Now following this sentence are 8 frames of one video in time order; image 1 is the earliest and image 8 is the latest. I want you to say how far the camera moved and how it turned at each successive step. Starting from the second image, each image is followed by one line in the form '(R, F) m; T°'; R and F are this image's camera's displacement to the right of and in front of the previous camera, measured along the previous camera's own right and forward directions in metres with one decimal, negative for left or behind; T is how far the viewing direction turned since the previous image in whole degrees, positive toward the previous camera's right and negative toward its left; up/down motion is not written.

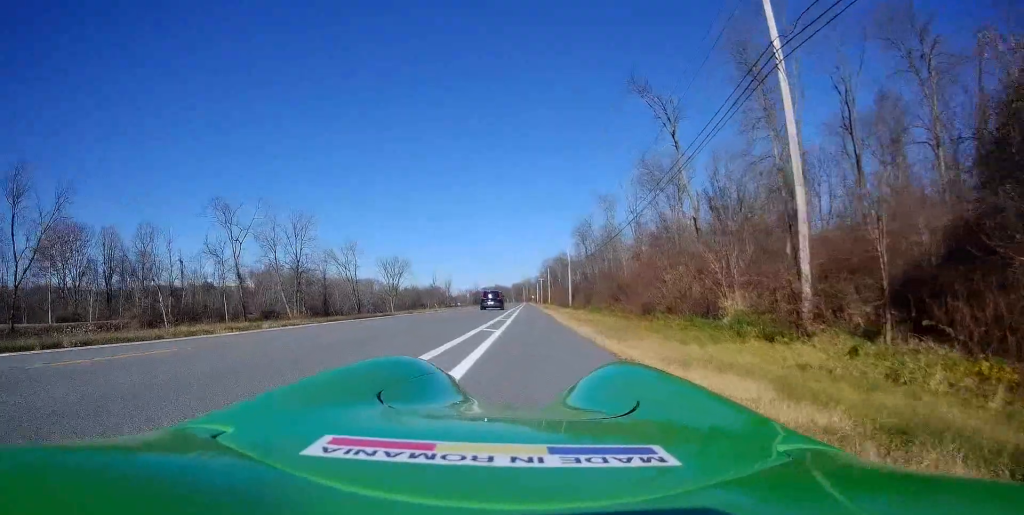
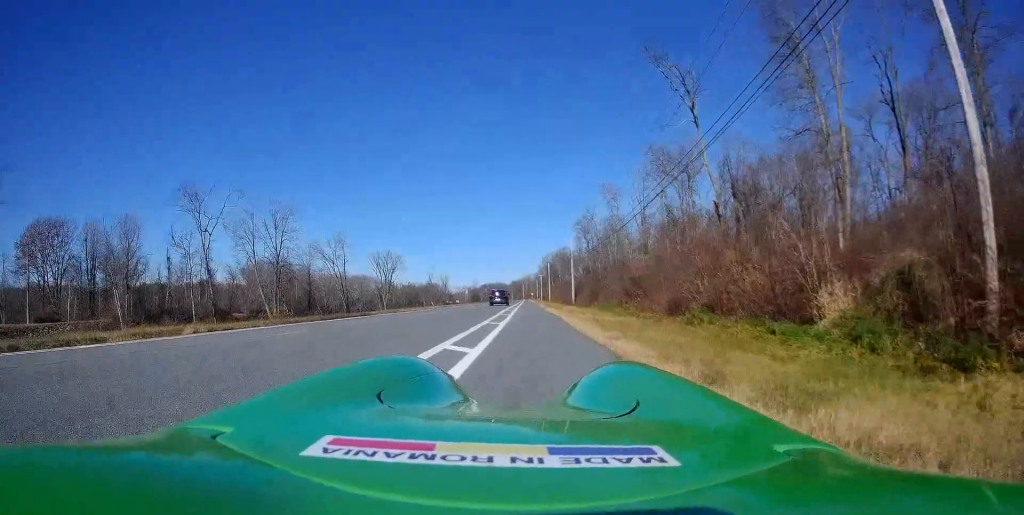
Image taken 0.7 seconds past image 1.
(-0.1, +6.2) m; 0°
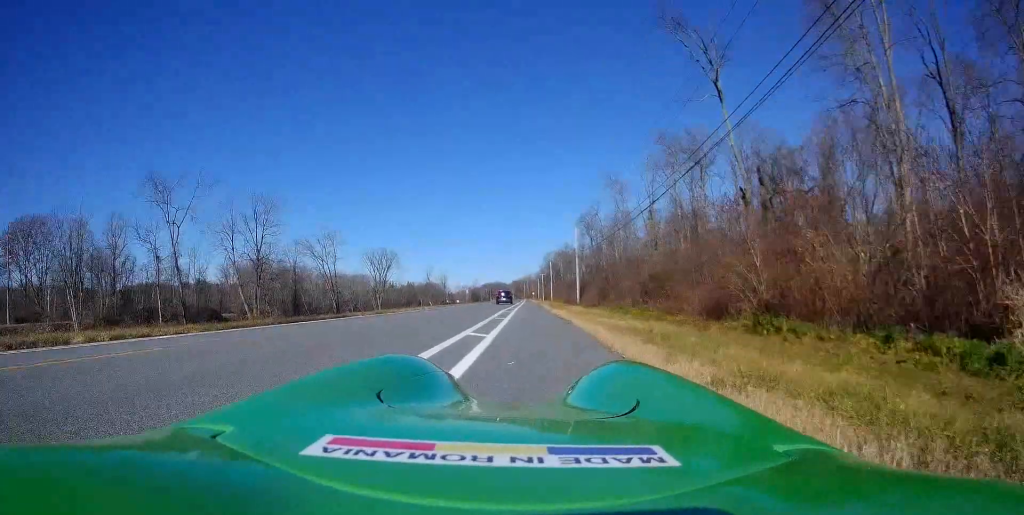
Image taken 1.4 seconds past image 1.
(+0.2, +5.8) m; 0°
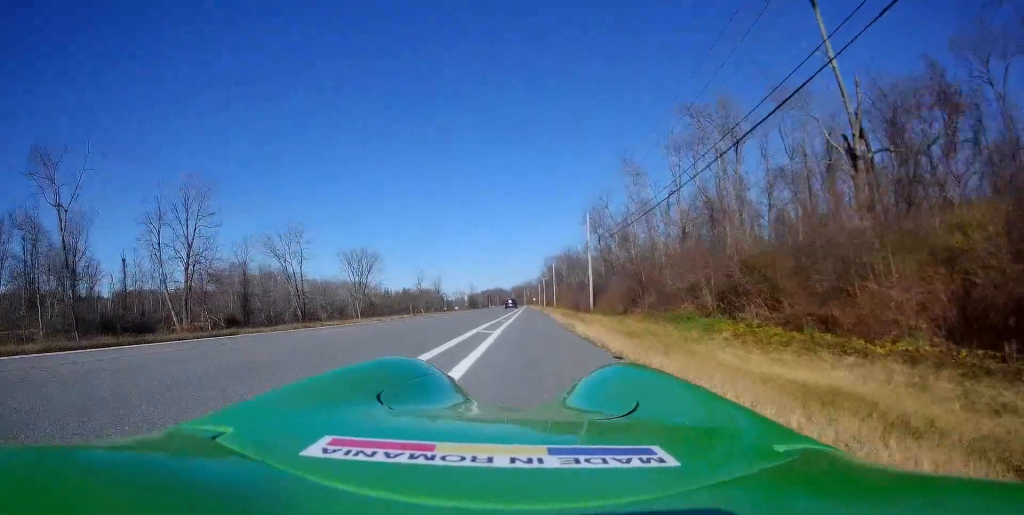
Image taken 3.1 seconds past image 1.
(-0.7, +15.3) m; -3°
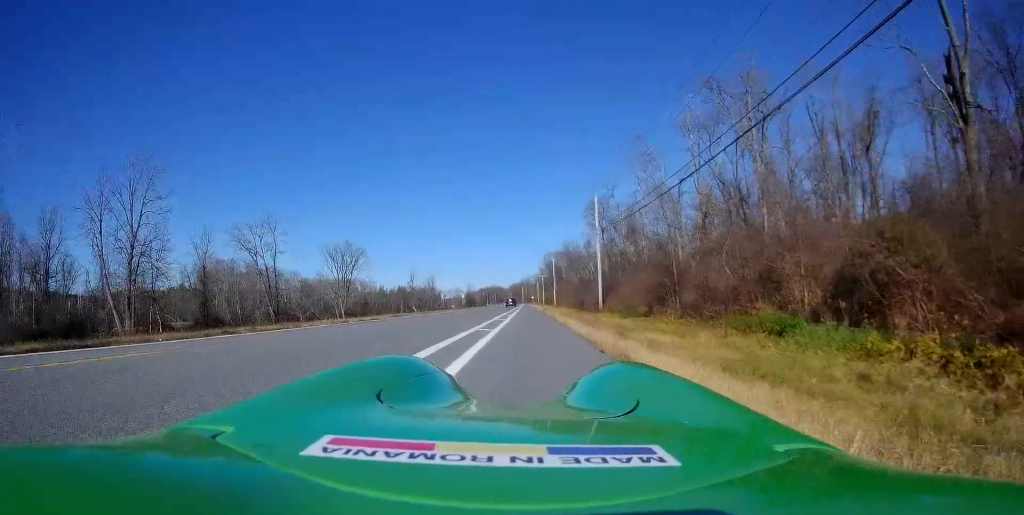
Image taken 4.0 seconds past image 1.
(+0.2, +8.6) m; +2°
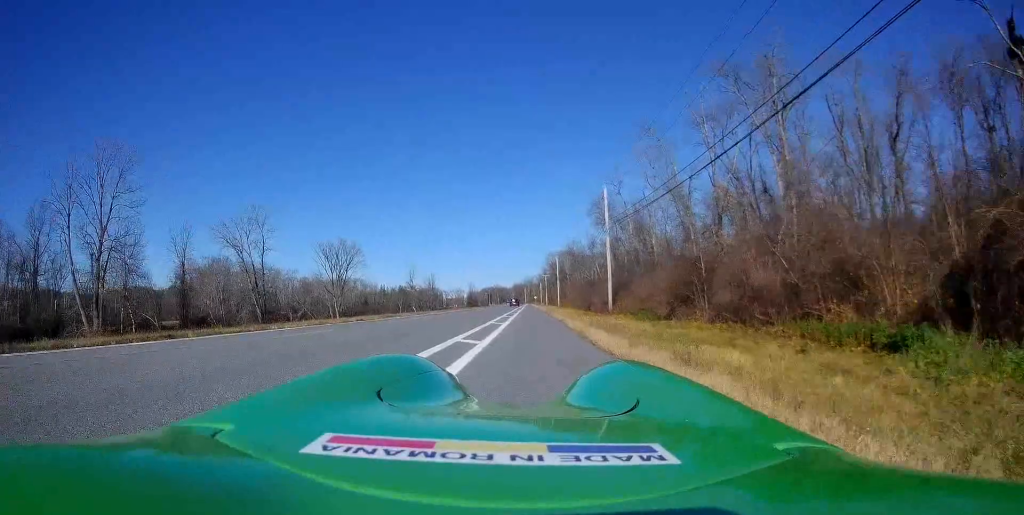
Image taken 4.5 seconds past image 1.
(+0.2, +4.4) m; +1°
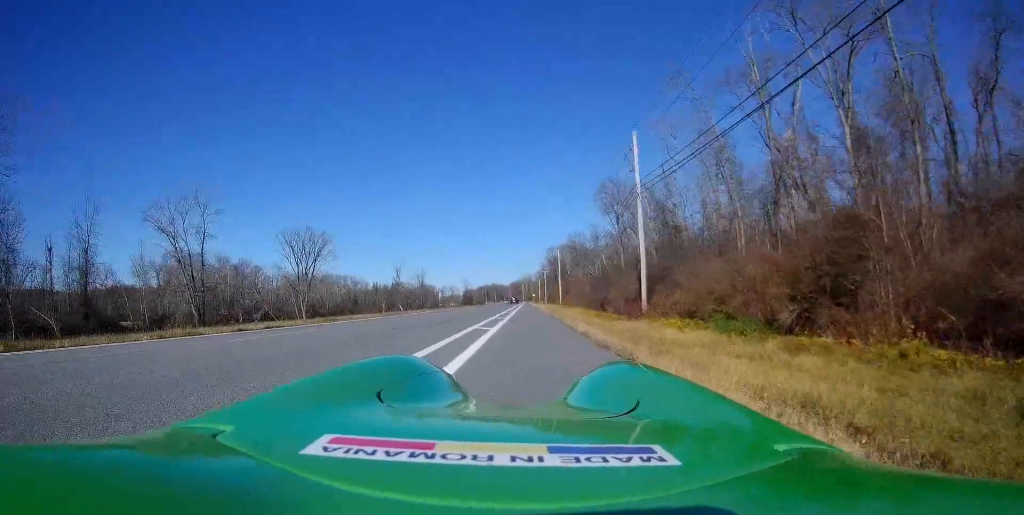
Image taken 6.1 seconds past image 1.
(0.0, +14.3) m; +1°
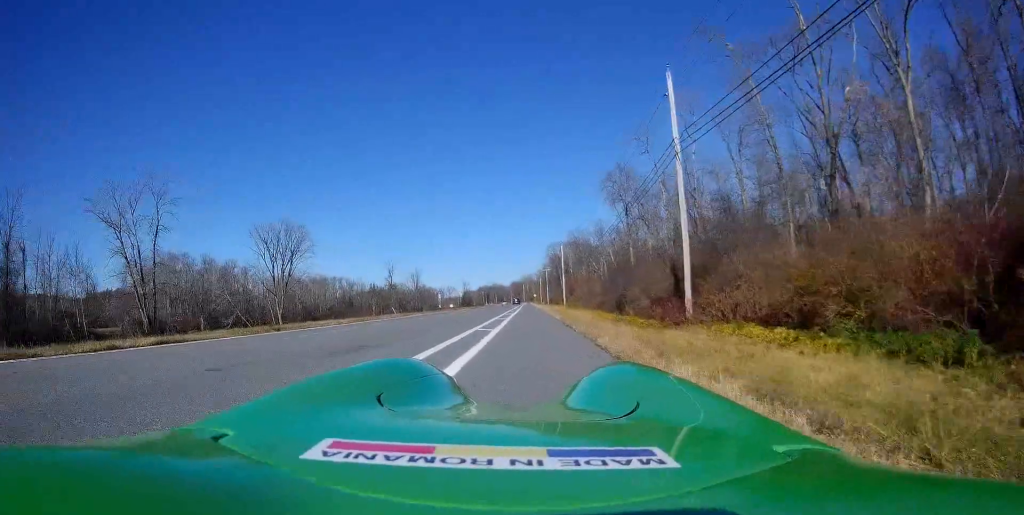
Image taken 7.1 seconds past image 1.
(-0.1, +8.7) m; -2°
